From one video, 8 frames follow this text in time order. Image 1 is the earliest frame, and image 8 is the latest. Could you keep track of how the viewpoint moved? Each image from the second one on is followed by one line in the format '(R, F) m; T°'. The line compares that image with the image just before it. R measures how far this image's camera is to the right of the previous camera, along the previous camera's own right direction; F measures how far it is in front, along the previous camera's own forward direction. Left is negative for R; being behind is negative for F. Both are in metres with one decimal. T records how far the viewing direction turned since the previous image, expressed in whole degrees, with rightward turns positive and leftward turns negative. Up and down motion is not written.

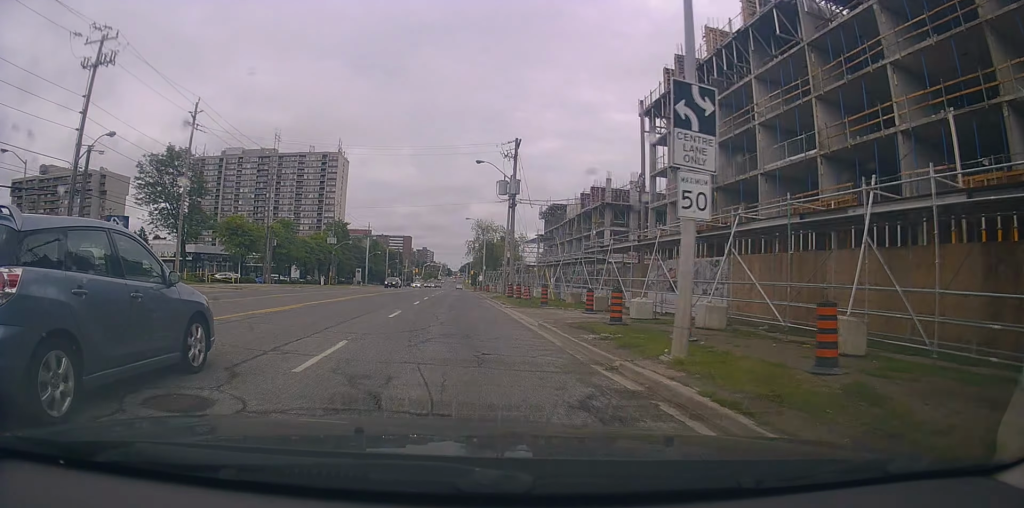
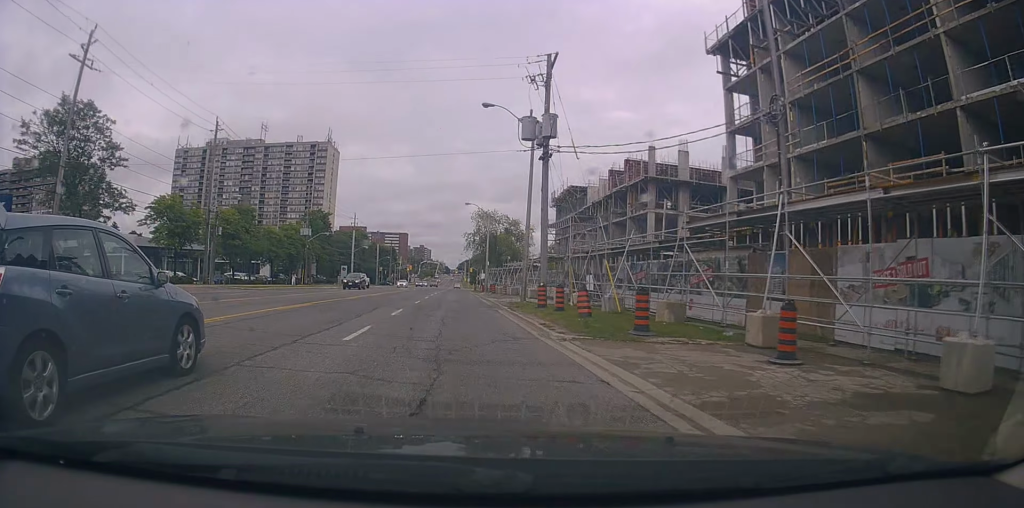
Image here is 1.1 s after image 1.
(+0.2, +15.8) m; 0°
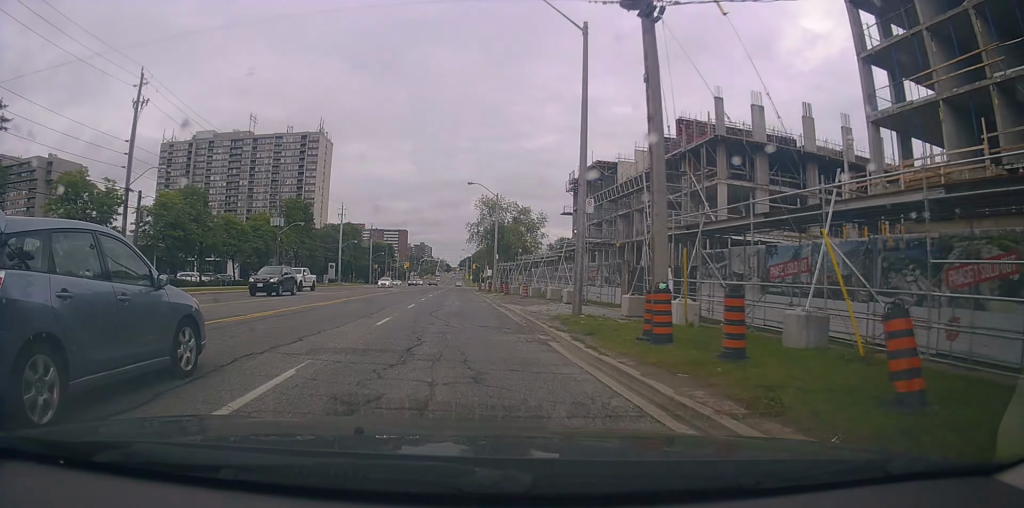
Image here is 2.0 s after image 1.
(-0.1, +14.1) m; -1°
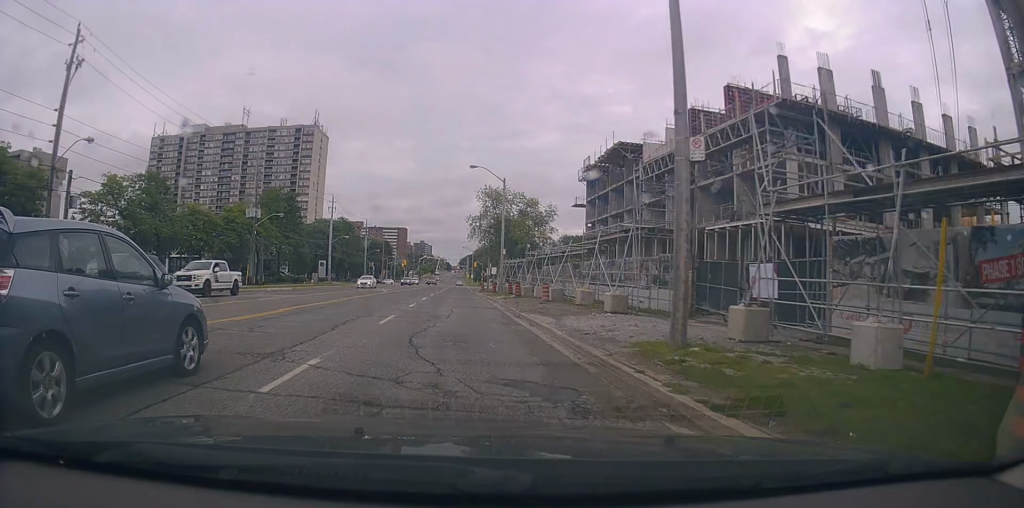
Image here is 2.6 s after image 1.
(-0.4, +8.6) m; 0°
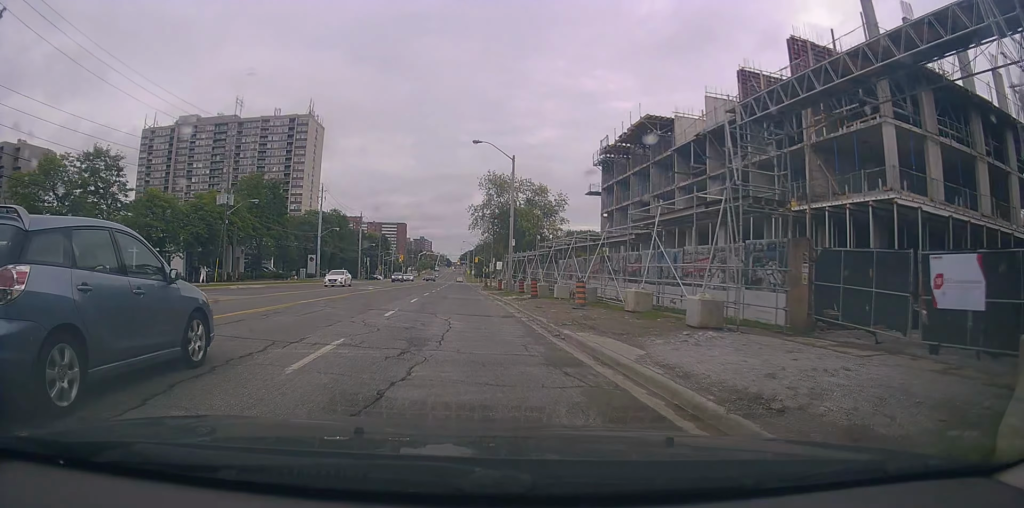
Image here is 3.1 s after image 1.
(+0.3, +8.2) m; +1°
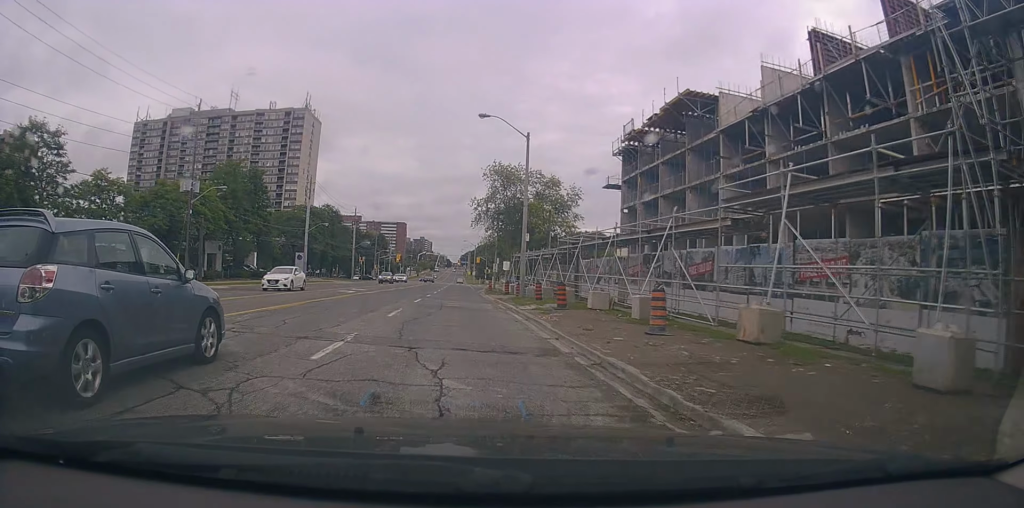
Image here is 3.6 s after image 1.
(+0.4, +8.2) m; +1°
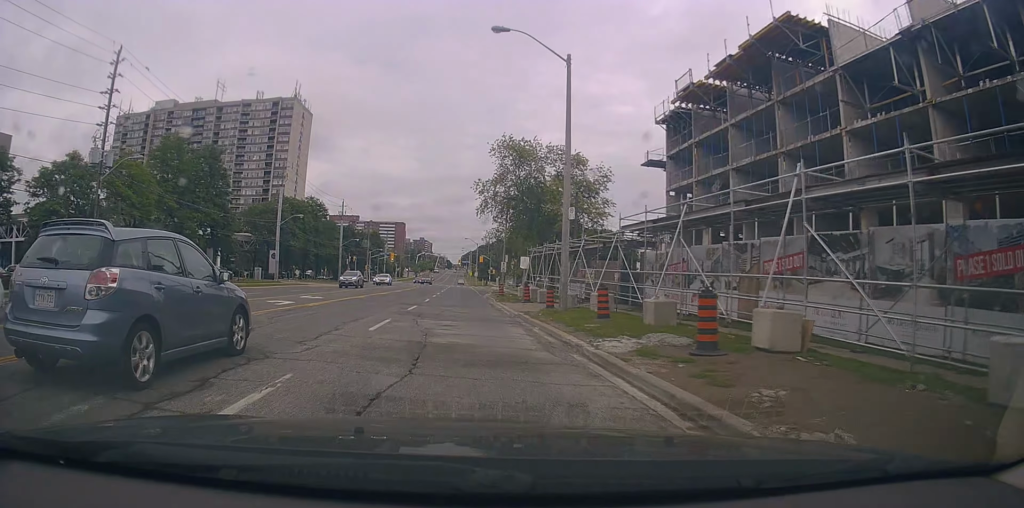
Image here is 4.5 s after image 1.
(-0.4, +13.5) m; -2°
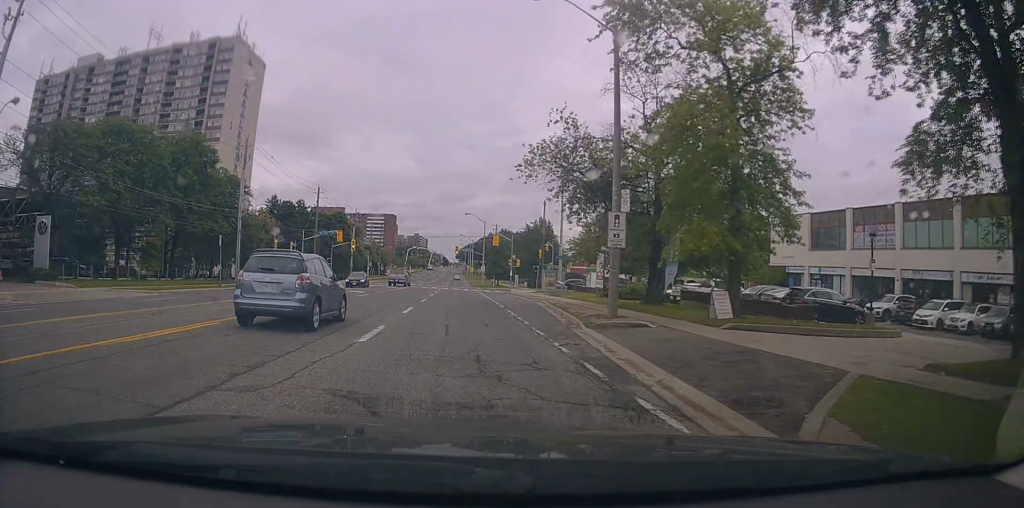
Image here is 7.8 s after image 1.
(+0.7, +48.9) m; +2°
